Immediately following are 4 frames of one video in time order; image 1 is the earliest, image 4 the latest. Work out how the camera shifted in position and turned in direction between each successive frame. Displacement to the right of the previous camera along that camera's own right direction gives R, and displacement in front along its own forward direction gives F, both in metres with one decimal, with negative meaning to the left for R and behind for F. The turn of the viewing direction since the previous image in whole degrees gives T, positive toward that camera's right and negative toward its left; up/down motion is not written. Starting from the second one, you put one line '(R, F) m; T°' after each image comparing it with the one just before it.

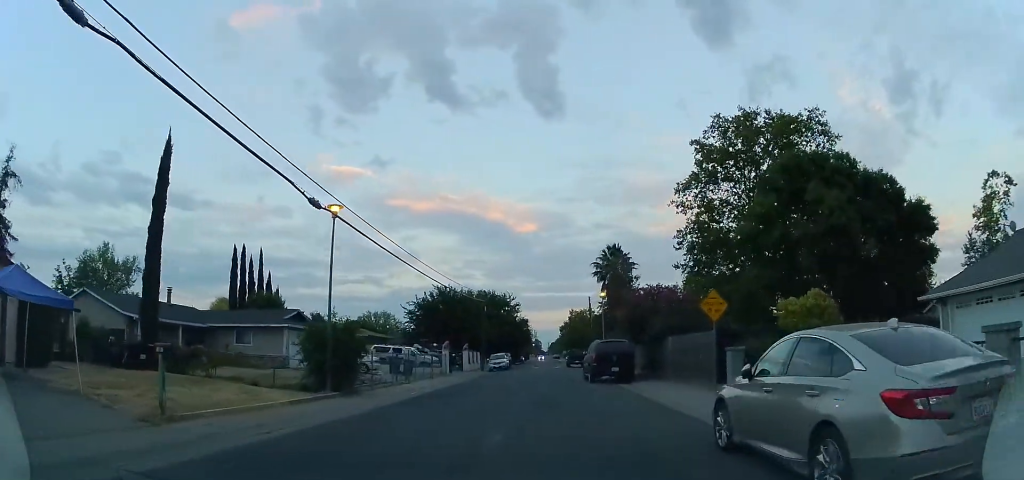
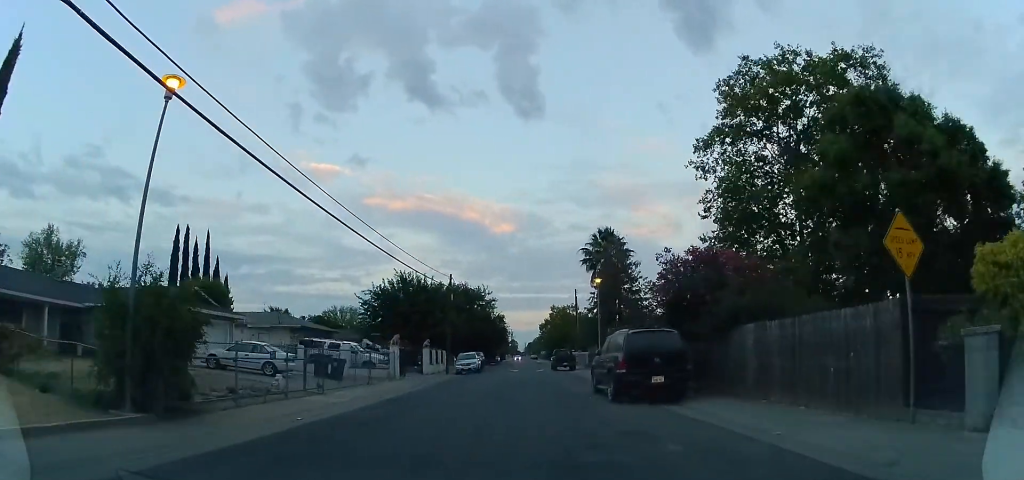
(0.0, +9.8) m; 0°
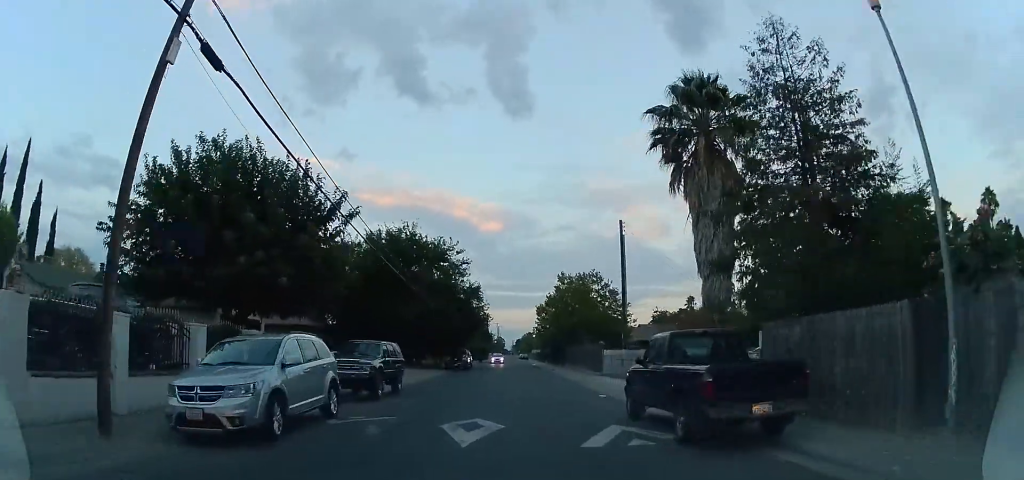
(0.0, +33.9) m; +1°
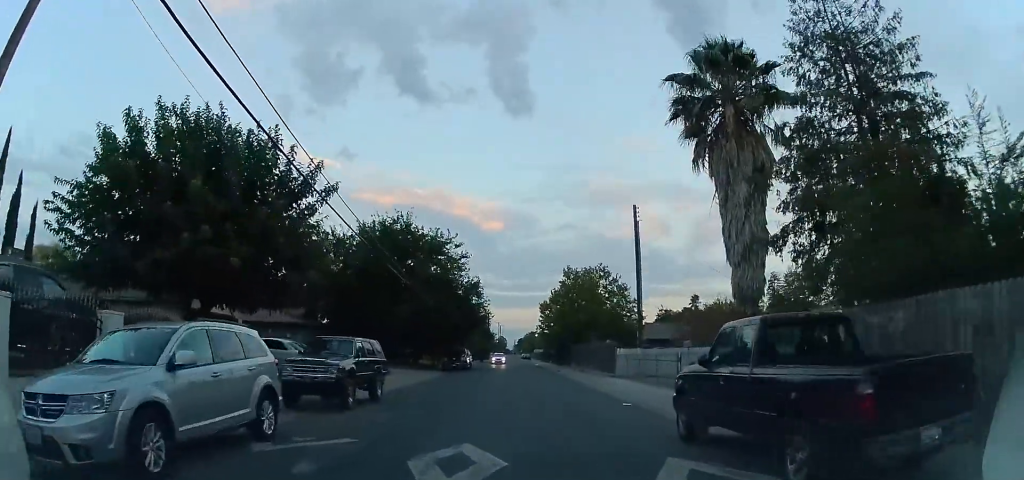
(0.0, +3.4) m; +2°
